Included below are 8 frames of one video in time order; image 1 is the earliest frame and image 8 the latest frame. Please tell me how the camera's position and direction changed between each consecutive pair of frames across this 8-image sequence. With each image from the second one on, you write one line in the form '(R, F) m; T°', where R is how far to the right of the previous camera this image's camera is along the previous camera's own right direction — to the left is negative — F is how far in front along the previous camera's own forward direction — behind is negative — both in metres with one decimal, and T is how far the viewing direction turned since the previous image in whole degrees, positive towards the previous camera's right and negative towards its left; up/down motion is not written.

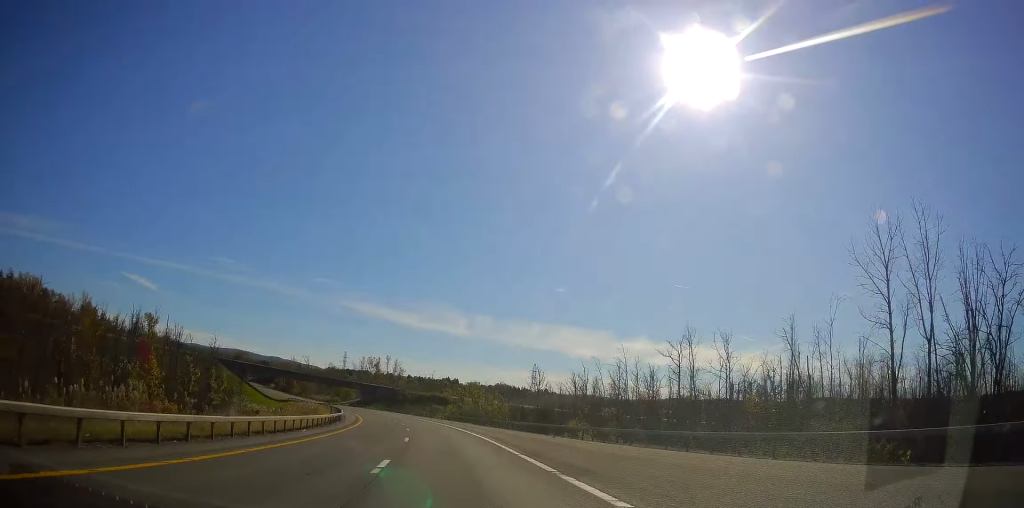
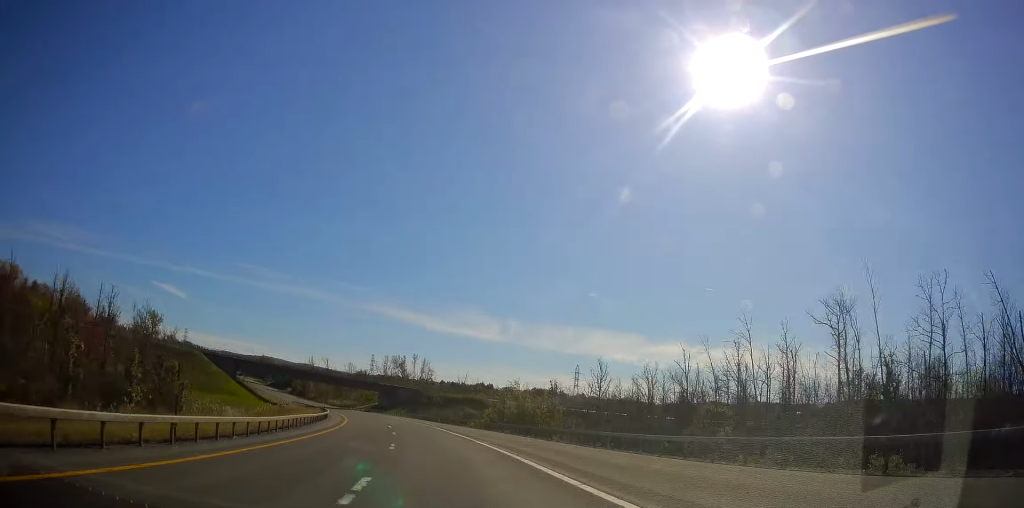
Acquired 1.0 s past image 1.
(-0.7, +28.8) m; -4°
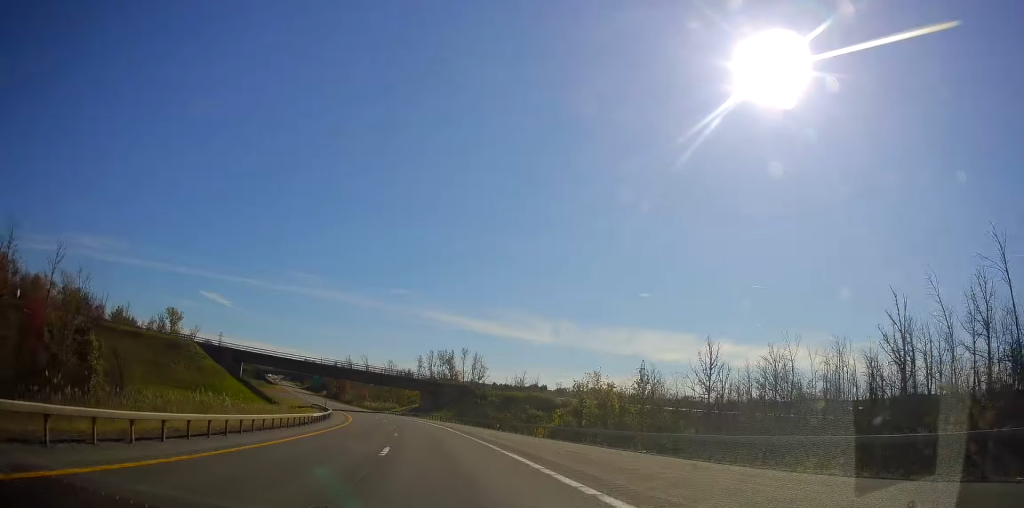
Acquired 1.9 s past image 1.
(-1.1, +27.8) m; -4°
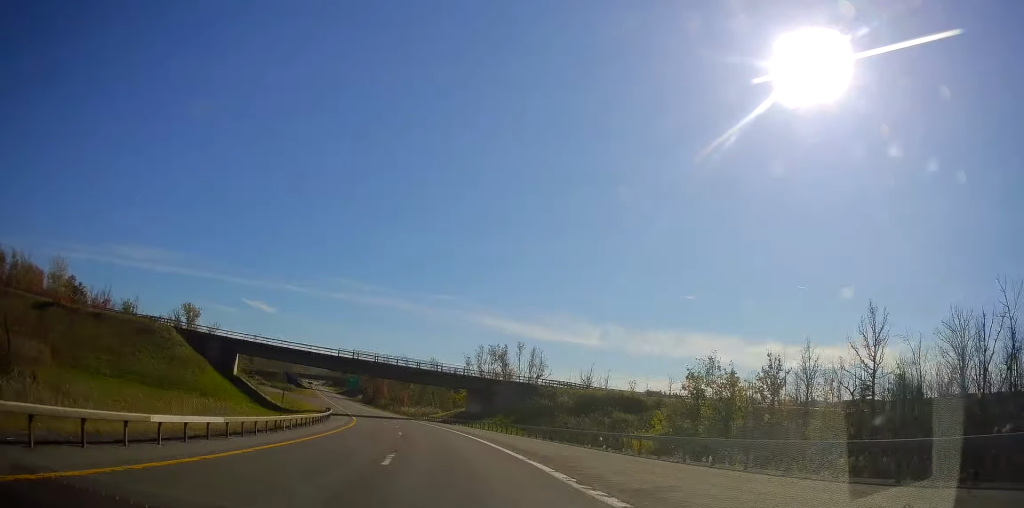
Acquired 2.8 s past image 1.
(-1.0, +26.7) m; -4°
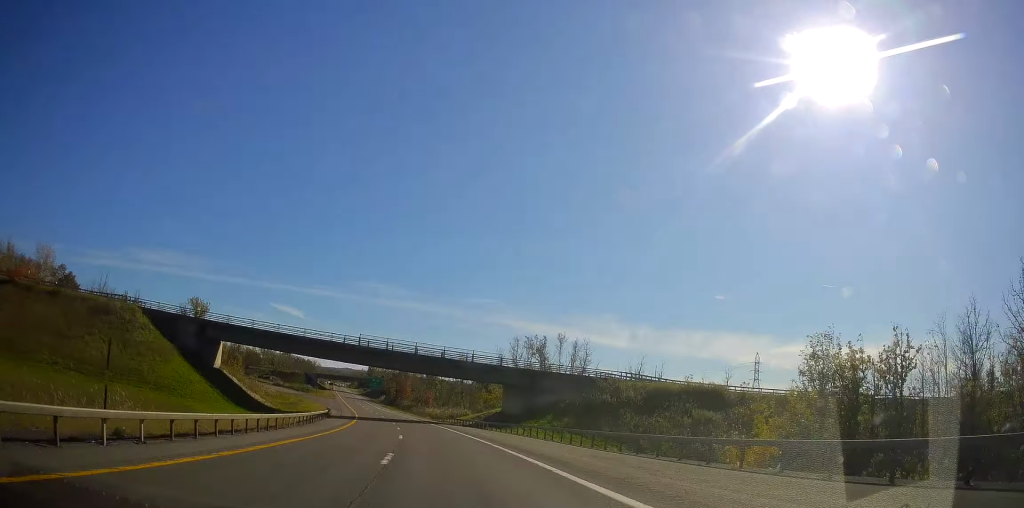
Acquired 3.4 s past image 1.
(-0.4, +17.8) m; -3°
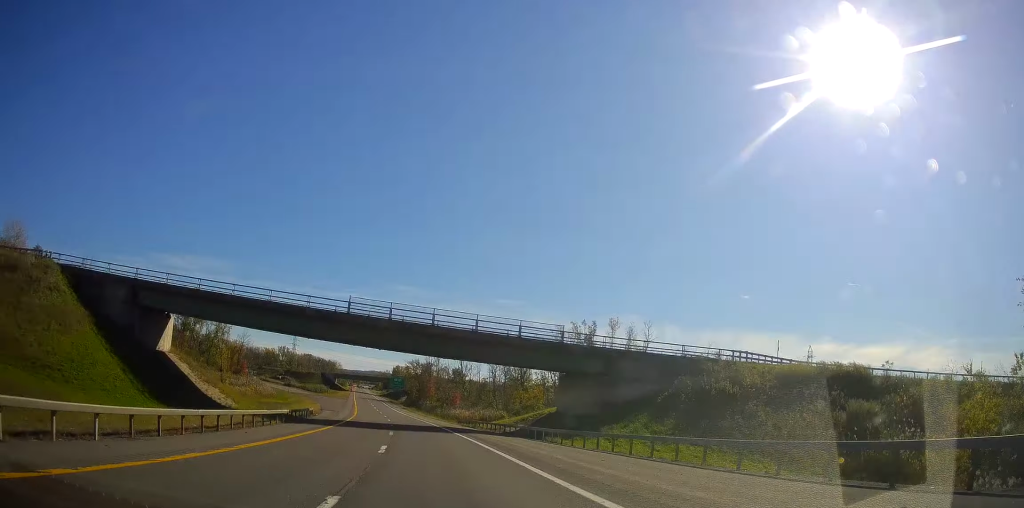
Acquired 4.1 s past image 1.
(-0.5, +21.8) m; -4°
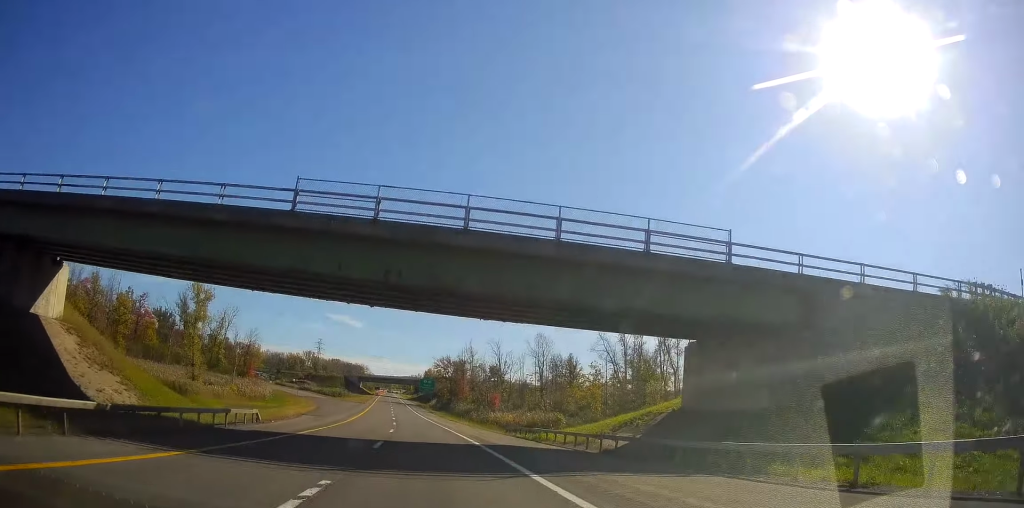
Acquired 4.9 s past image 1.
(-0.9, +22.6) m; -3°
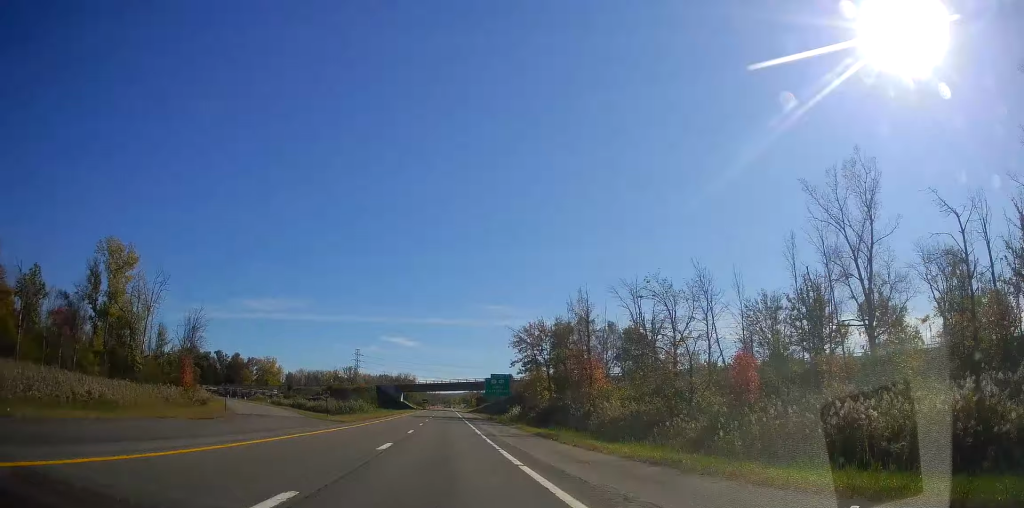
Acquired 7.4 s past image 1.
(-6.0, +73.7) m; -9°
